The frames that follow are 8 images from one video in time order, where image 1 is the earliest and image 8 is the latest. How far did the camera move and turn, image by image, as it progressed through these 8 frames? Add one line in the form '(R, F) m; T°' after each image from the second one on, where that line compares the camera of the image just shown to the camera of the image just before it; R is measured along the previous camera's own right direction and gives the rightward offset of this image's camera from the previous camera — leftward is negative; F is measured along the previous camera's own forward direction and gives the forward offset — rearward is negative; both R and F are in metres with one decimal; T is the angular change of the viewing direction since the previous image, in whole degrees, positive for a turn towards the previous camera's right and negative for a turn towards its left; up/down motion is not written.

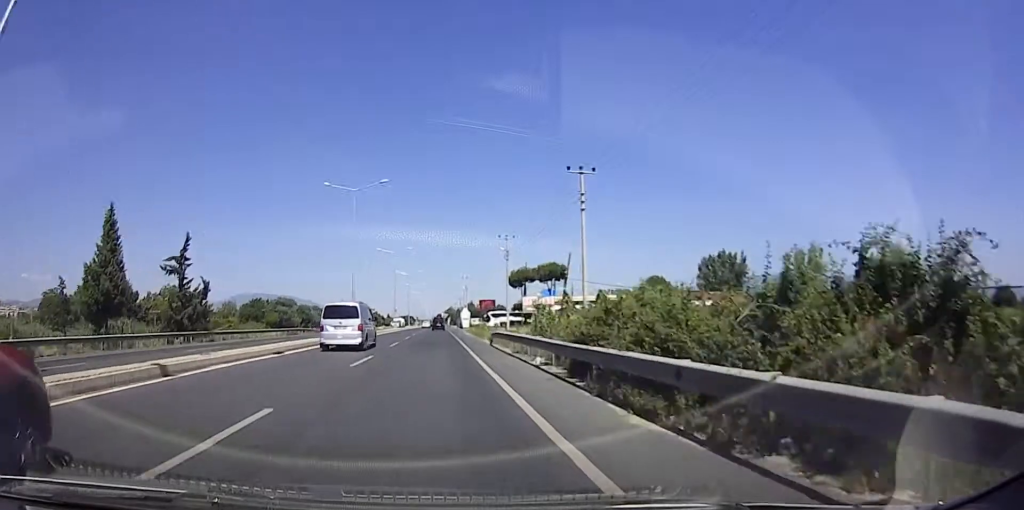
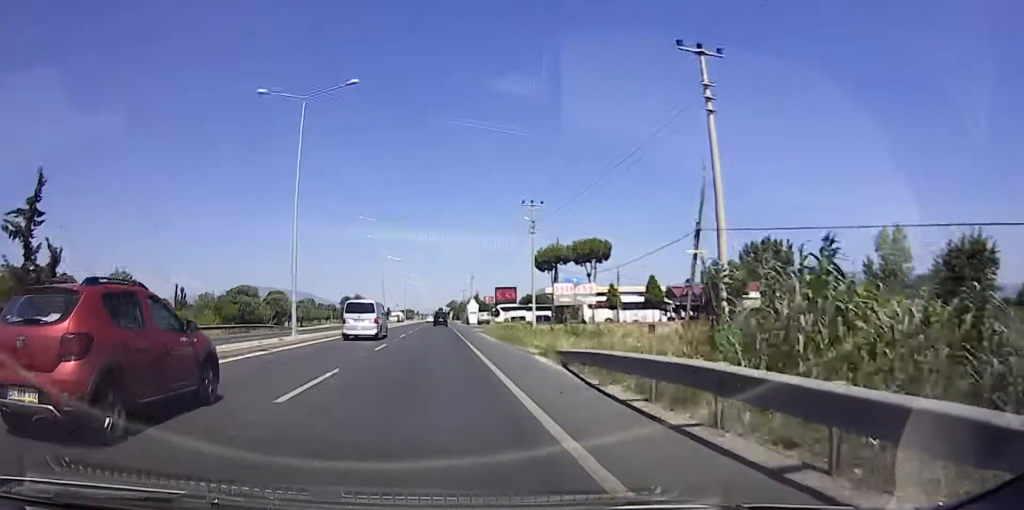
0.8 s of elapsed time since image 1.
(-0.2, +19.8) m; -1°
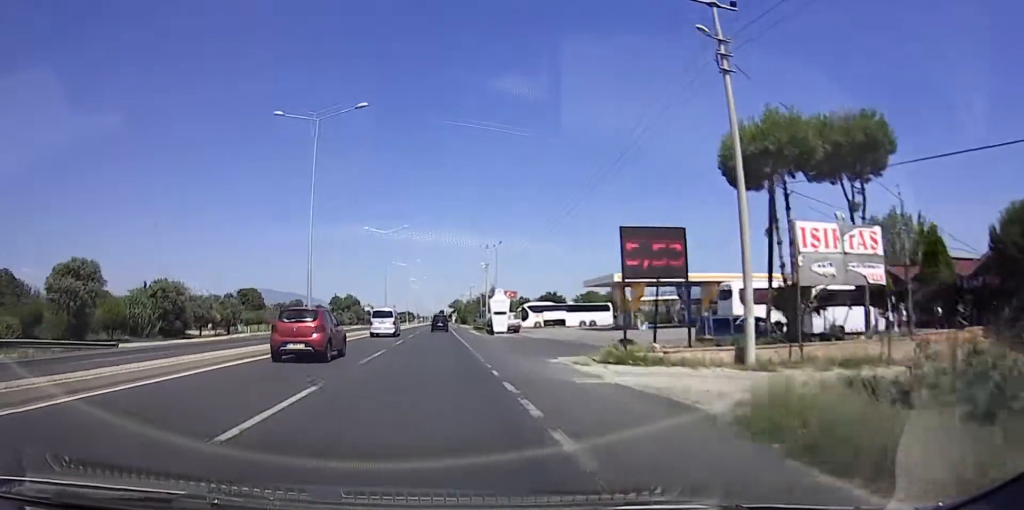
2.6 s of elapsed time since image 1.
(-0.5, +41.2) m; +1°
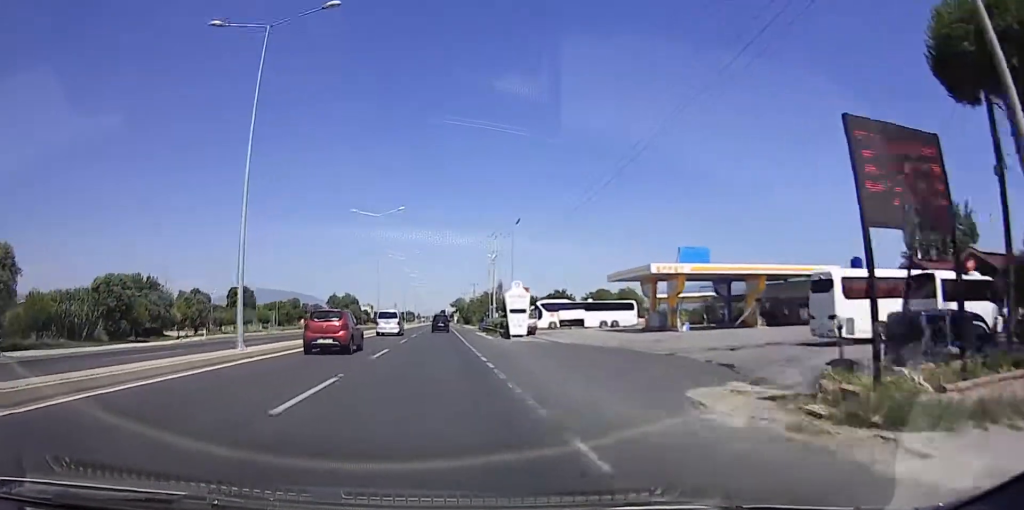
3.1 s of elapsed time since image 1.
(+0.3, +11.4) m; +1°
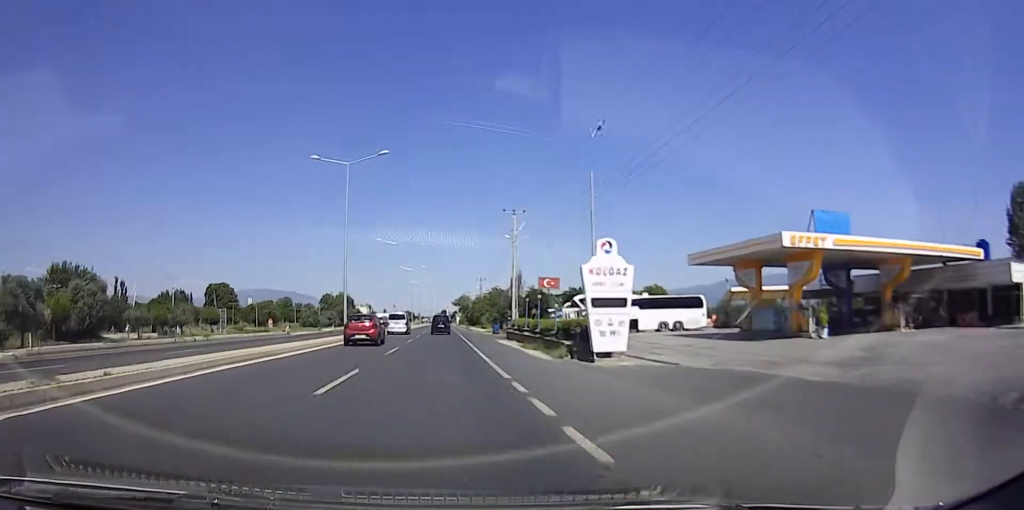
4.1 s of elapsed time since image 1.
(+0.2, +22.4) m; 0°
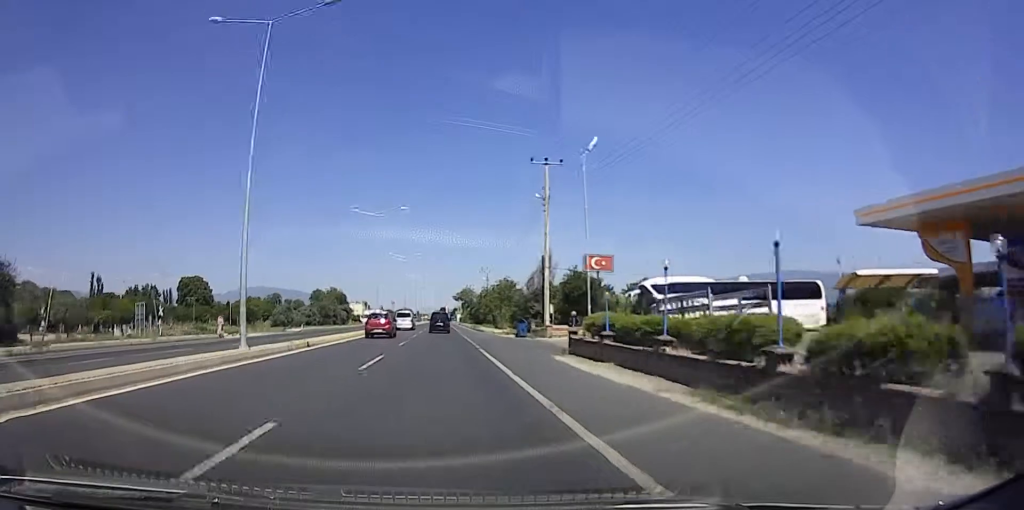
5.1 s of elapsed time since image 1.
(-0.2, +22.0) m; -1°
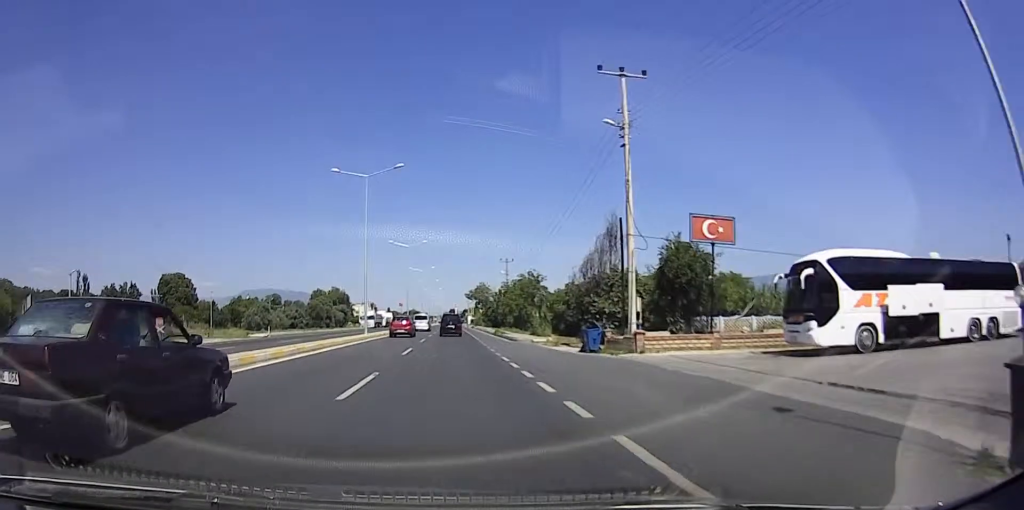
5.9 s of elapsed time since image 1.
(-0.1, +19.4) m; 0°
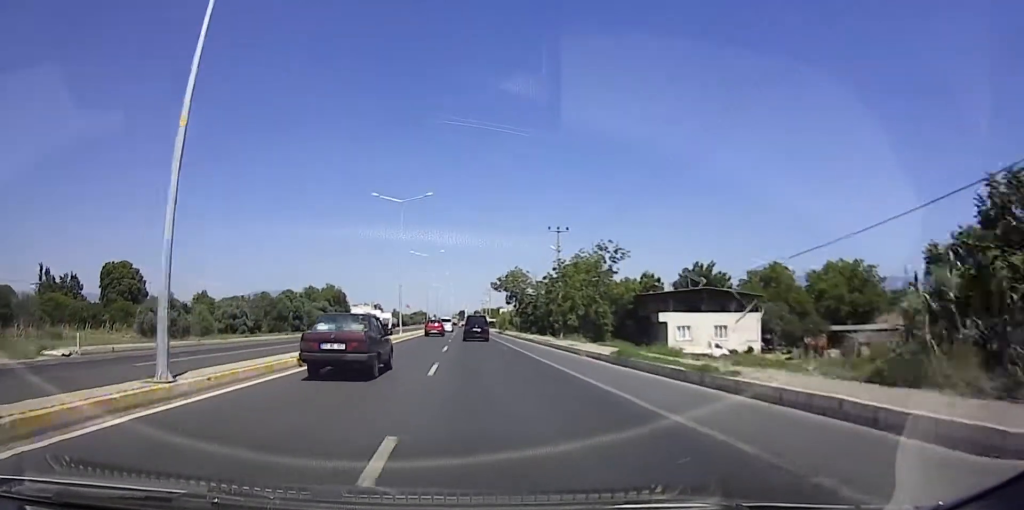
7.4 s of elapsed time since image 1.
(+0.2, +33.4) m; +1°
